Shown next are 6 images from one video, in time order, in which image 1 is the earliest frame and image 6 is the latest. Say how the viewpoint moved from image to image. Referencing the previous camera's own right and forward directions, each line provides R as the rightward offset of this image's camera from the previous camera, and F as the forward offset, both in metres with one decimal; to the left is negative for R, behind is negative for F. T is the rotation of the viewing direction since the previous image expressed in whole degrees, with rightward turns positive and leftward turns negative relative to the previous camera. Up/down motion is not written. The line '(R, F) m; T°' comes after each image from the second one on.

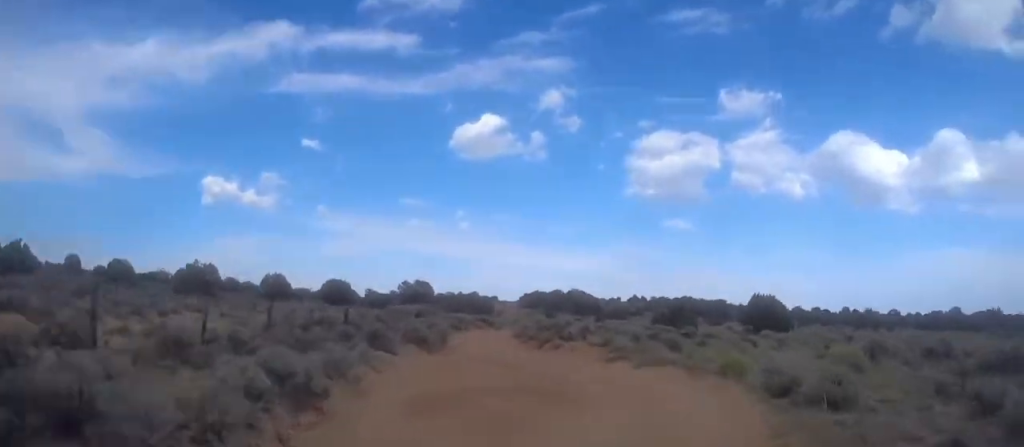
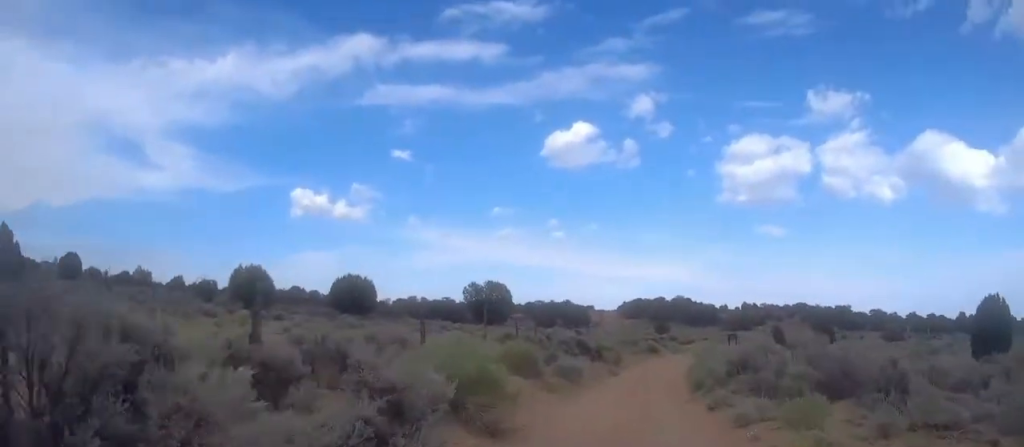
(-1.5, +45.7) m; +1°
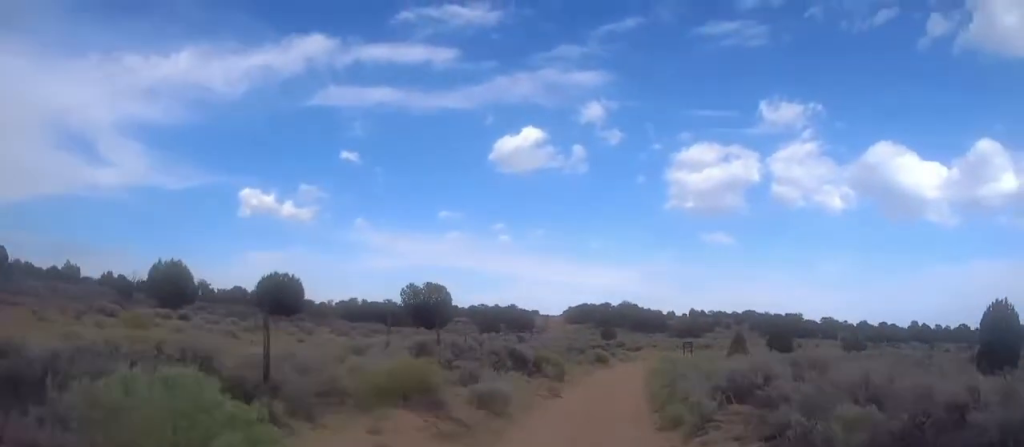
(+0.2, +5.9) m; +2°
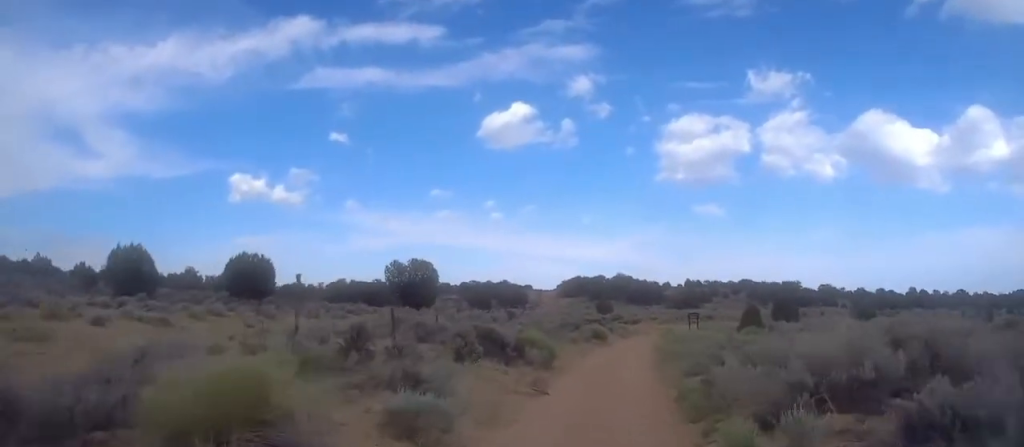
(-0.1, +5.7) m; 0°
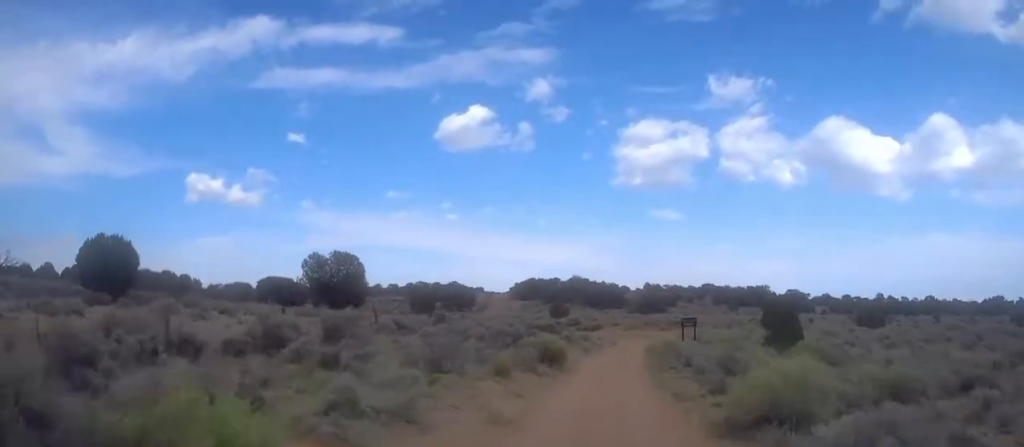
(+0.1, +16.1) m; -1°
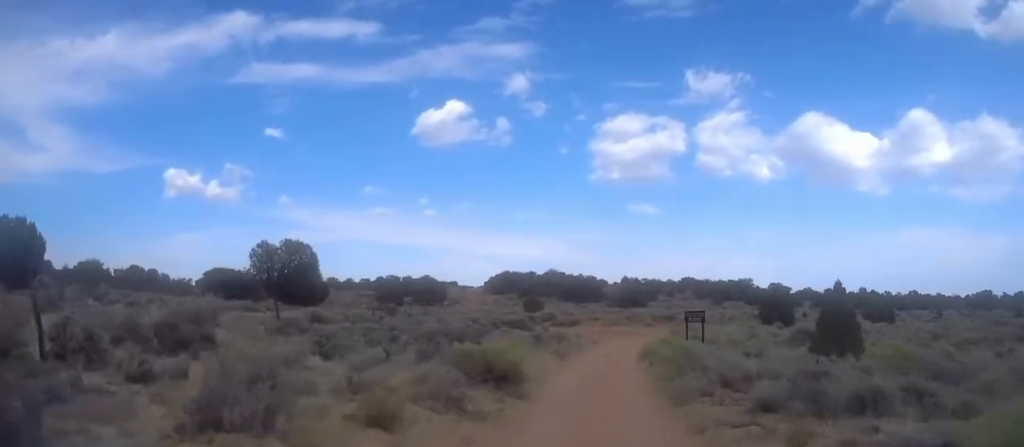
(-0.3, +8.9) m; 0°
